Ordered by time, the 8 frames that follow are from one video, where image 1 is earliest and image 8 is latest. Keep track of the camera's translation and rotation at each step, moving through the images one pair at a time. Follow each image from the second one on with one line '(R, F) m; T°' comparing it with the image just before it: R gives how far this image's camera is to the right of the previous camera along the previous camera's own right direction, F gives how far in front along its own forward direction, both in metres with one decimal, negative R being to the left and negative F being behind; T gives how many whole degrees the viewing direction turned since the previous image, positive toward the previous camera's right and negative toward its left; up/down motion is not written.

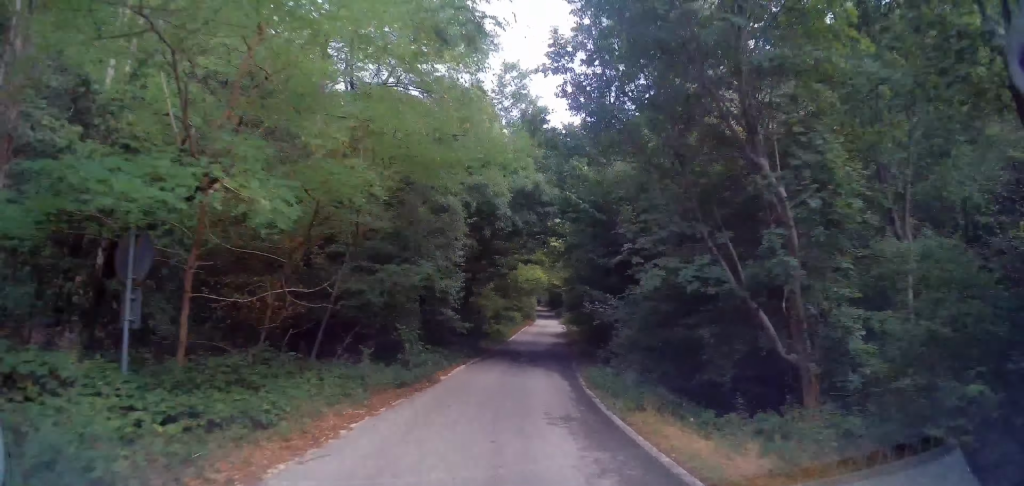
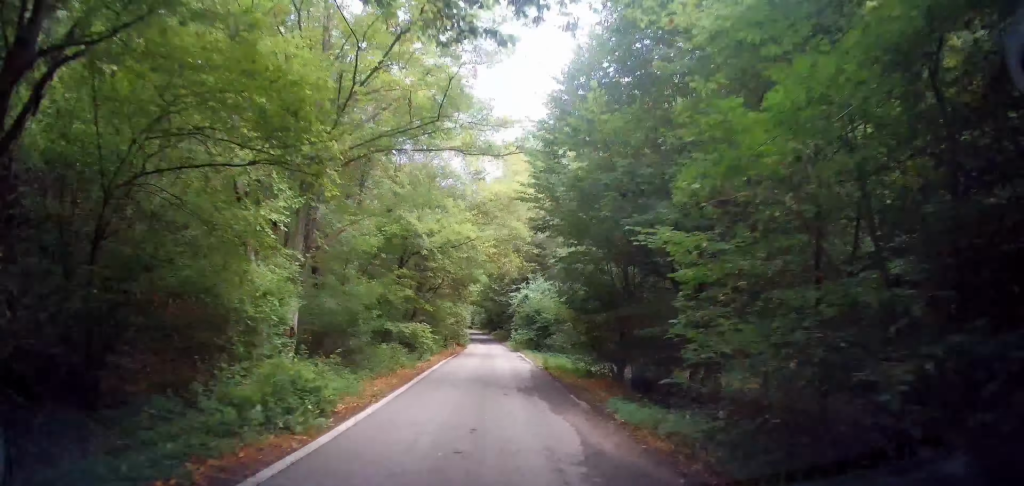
(+1.5, +26.4) m; +5°
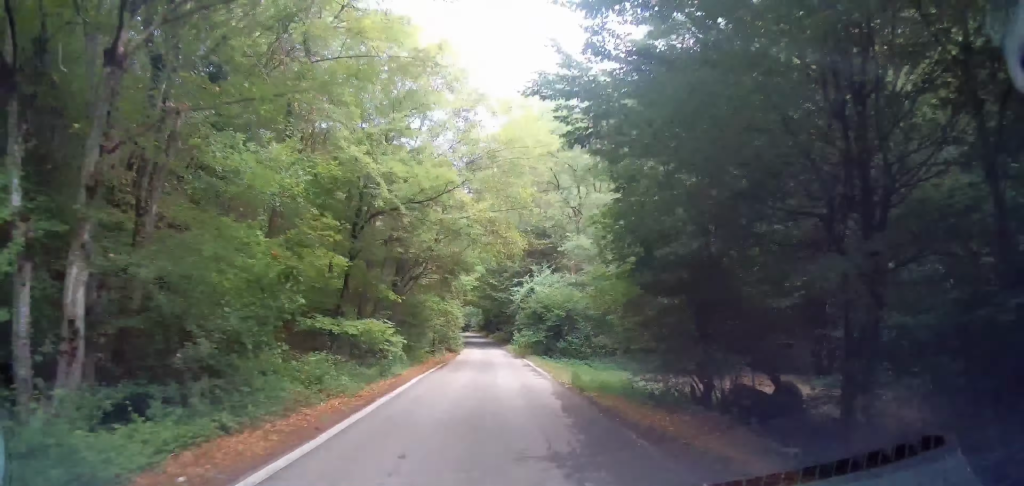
(+0.3, +7.0) m; +2°
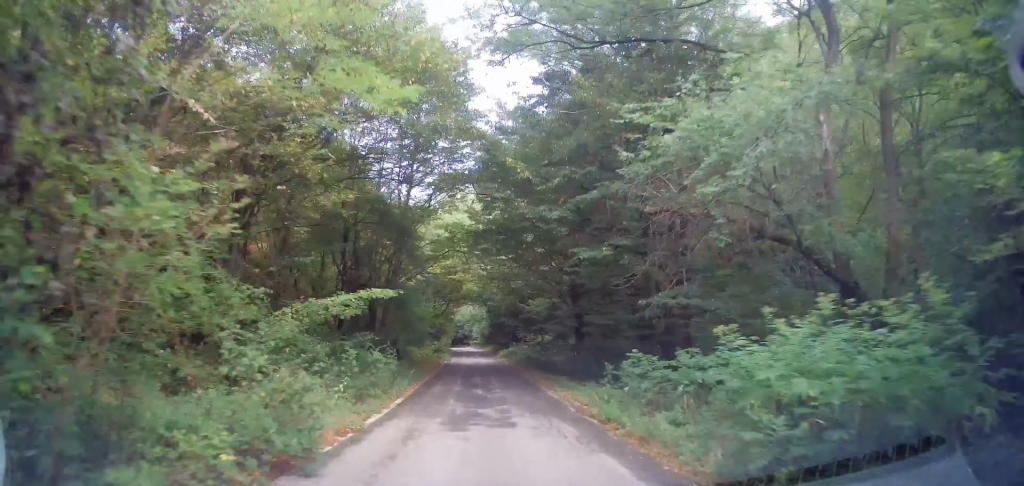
(+0.5, +31.5) m; 0°
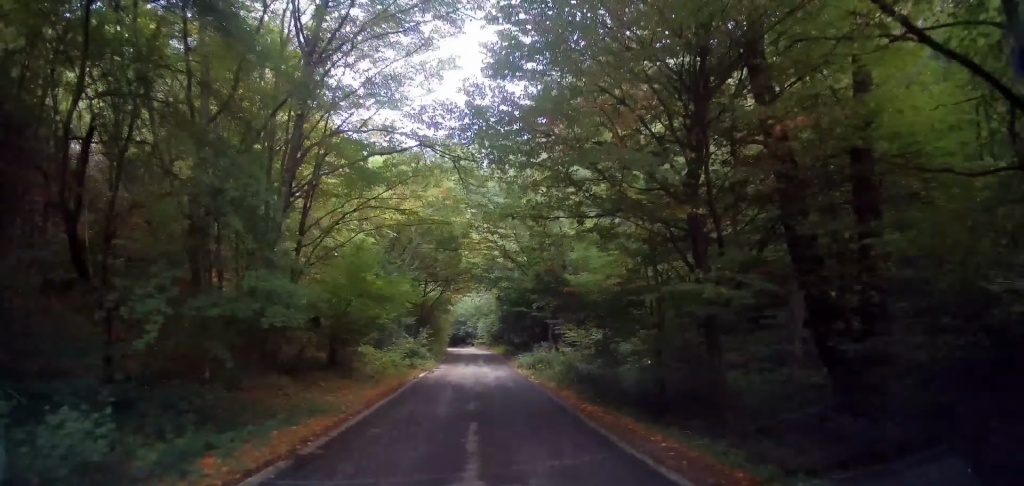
(+0.3, +14.2) m; +3°
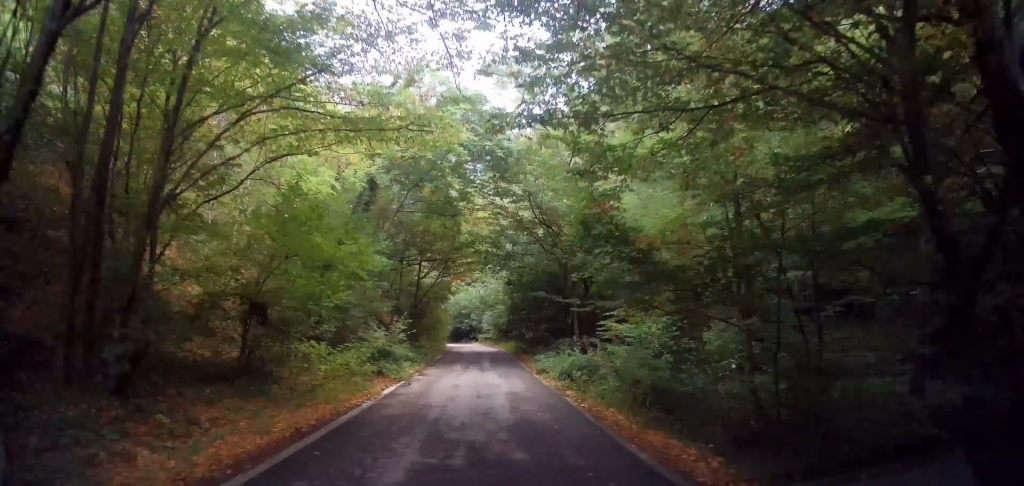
(+0.1, +6.6) m; +1°
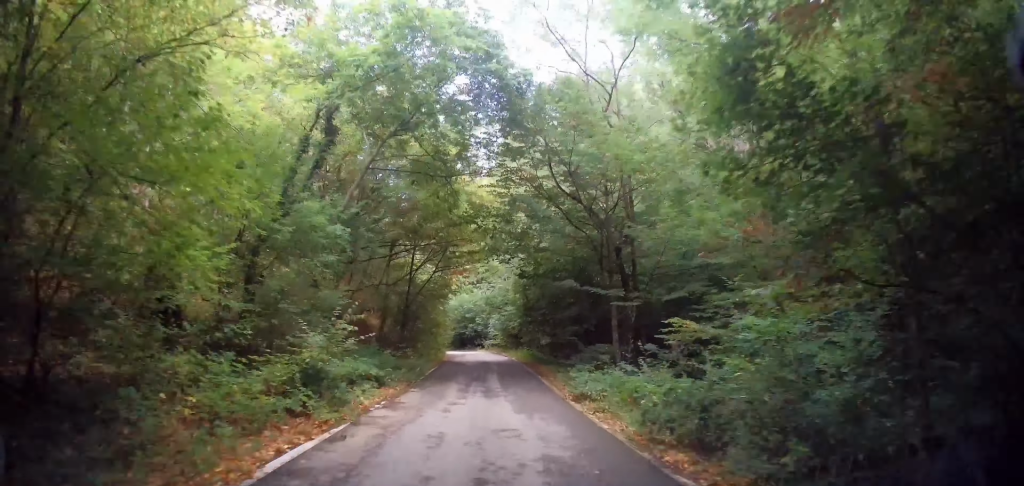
(+0.1, +5.7) m; 0°
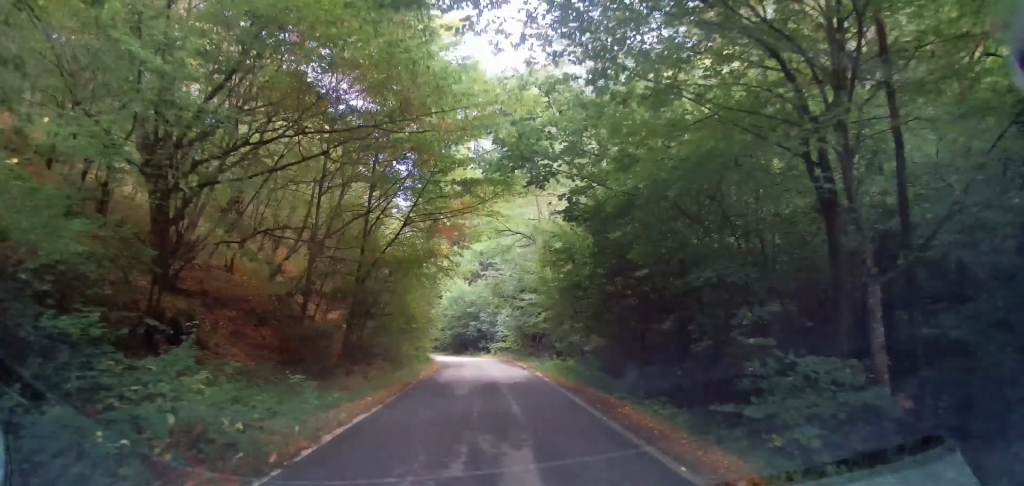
(-0.1, +11.1) m; 0°
